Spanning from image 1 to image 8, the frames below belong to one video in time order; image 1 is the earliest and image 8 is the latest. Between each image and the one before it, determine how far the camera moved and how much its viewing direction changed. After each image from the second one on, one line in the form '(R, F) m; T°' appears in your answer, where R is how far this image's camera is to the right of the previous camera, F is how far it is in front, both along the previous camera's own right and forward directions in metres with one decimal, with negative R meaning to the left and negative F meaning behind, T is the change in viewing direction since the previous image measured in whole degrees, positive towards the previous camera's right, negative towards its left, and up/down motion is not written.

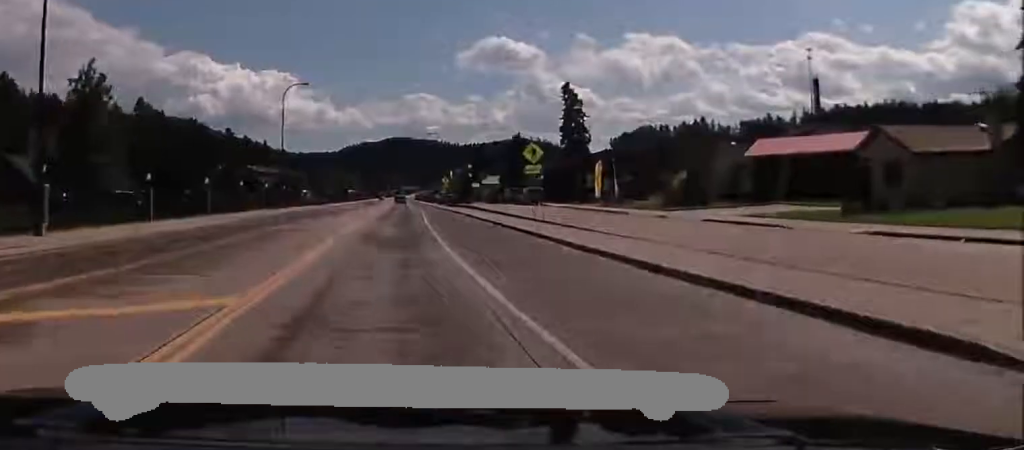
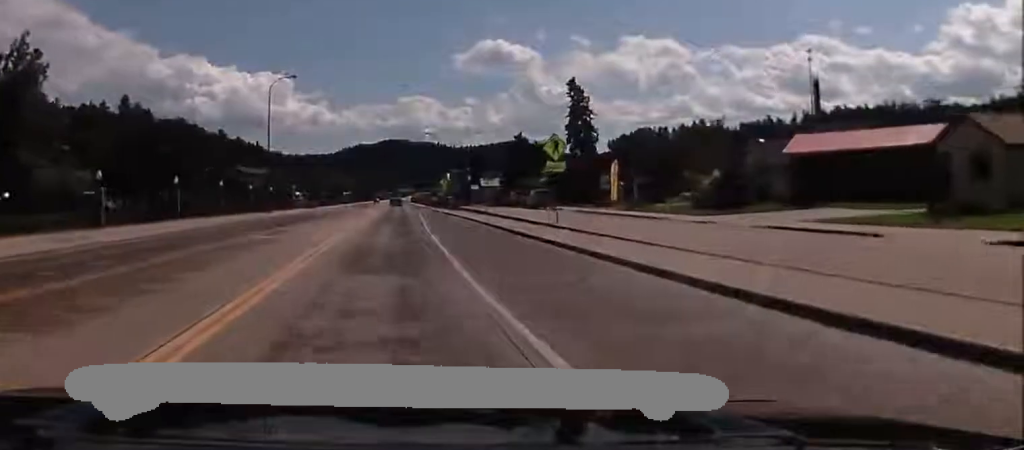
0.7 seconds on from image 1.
(-0.1, +7.2) m; 0°
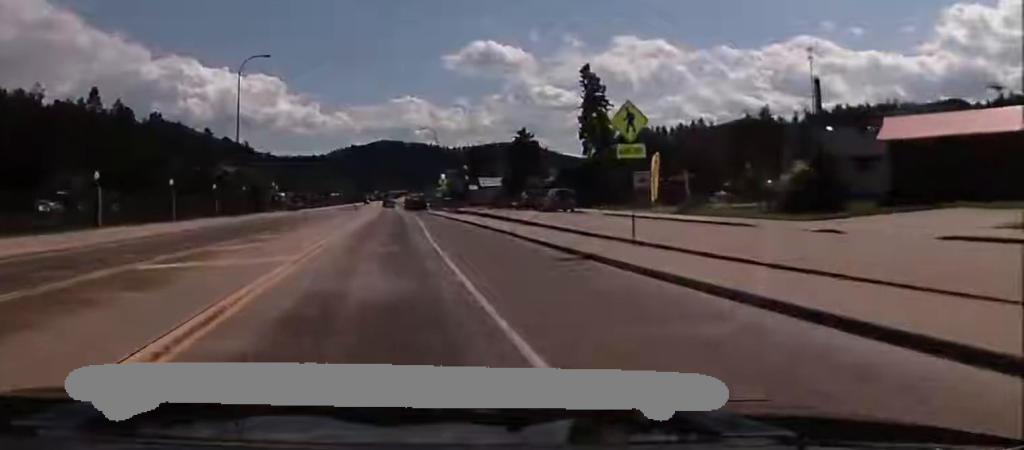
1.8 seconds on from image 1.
(+0.2, +13.2) m; +2°
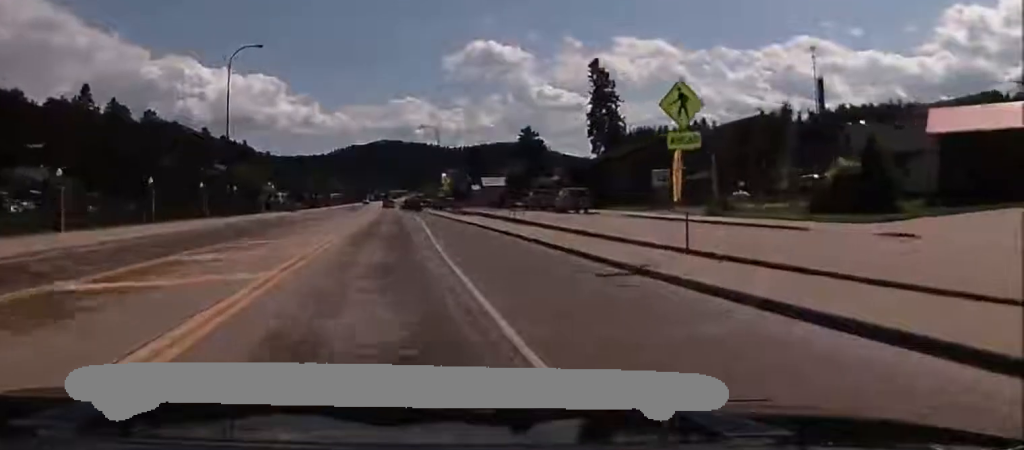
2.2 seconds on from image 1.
(+0.2, +4.7) m; +1°
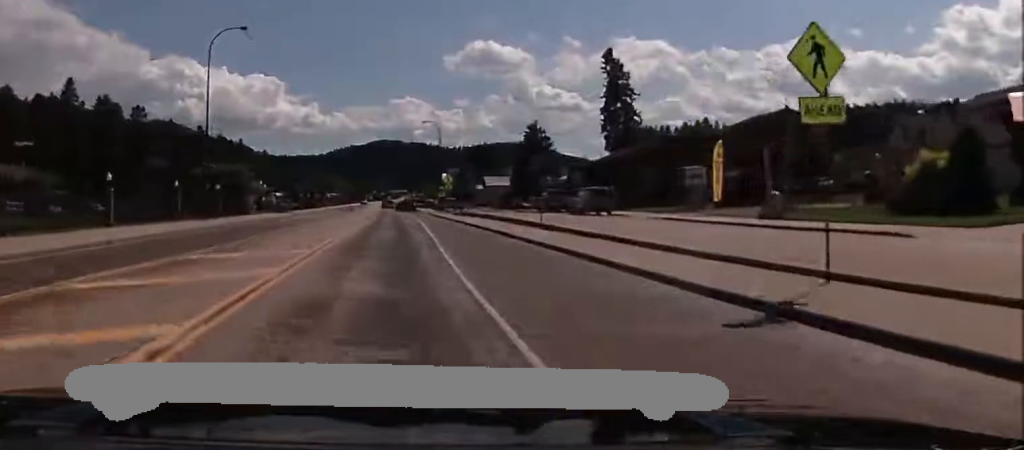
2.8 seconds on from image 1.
(-0.2, +7.2) m; 0°
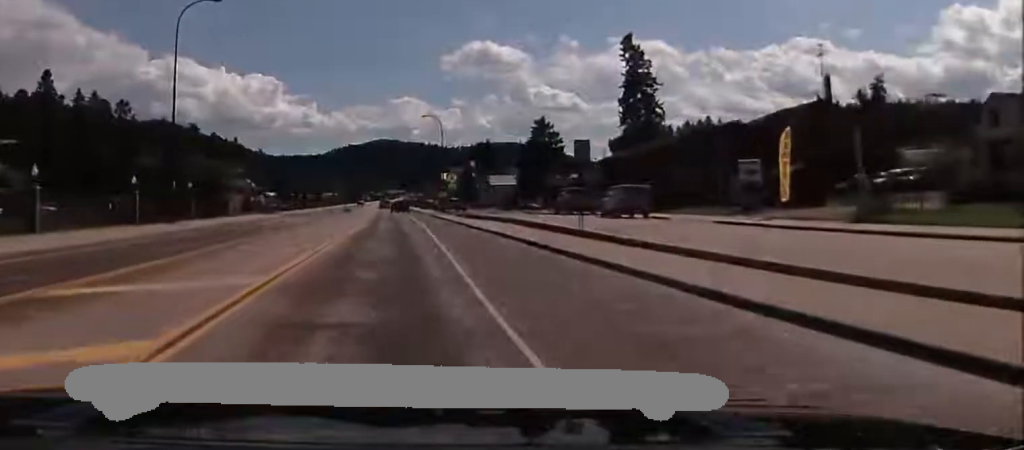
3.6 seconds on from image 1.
(-0.1, +9.0) m; 0°
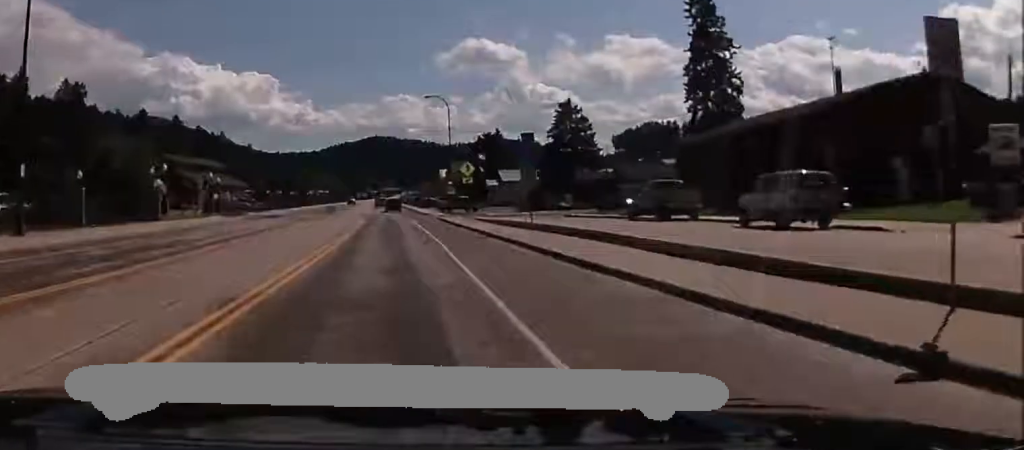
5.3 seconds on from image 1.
(+0.5, +21.8) m; 0°
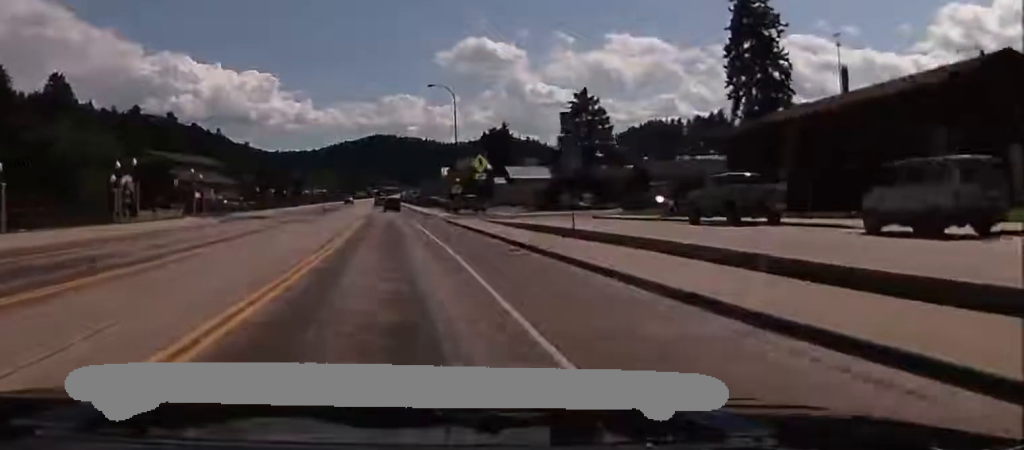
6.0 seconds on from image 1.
(-0.3, +8.8) m; 0°
